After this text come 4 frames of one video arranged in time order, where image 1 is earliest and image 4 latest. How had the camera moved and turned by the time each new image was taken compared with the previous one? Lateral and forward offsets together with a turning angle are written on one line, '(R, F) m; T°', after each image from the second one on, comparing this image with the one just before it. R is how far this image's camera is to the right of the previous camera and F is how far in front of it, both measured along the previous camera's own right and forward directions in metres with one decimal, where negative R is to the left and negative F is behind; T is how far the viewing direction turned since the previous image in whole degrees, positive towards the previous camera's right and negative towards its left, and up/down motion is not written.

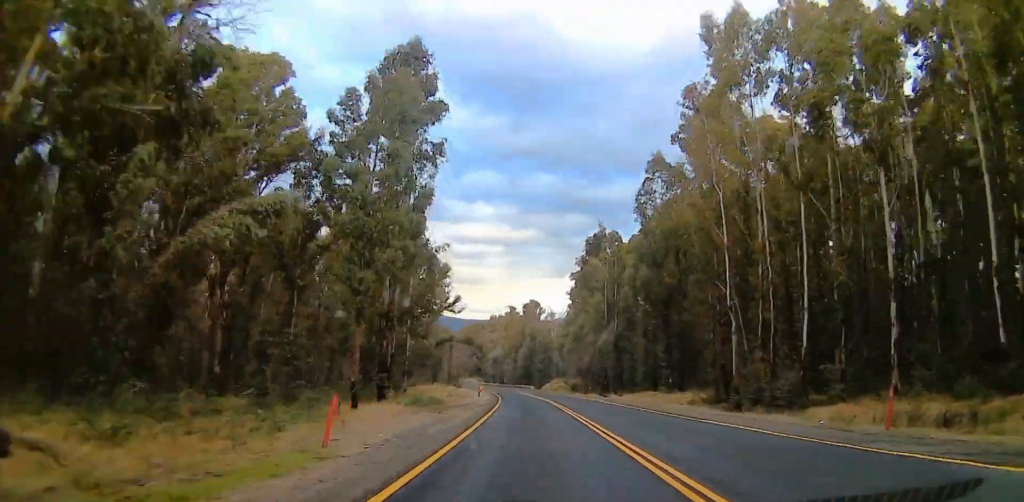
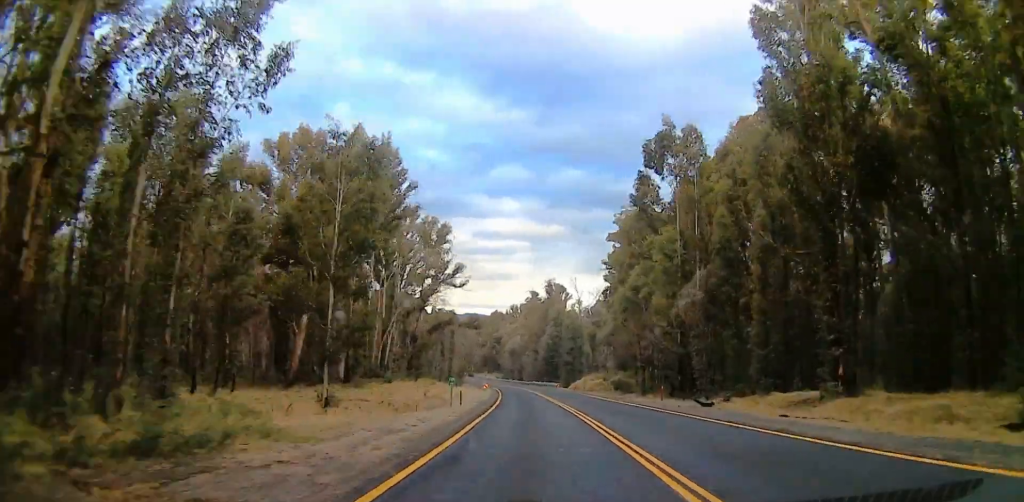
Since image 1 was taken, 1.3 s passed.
(0.0, +36.2) m; 0°
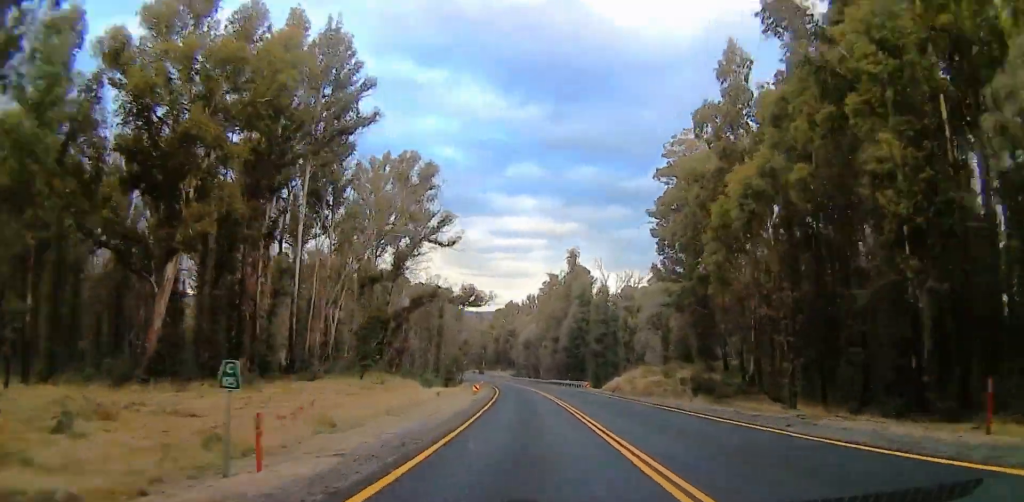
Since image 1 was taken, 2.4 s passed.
(0.0, +32.1) m; -1°
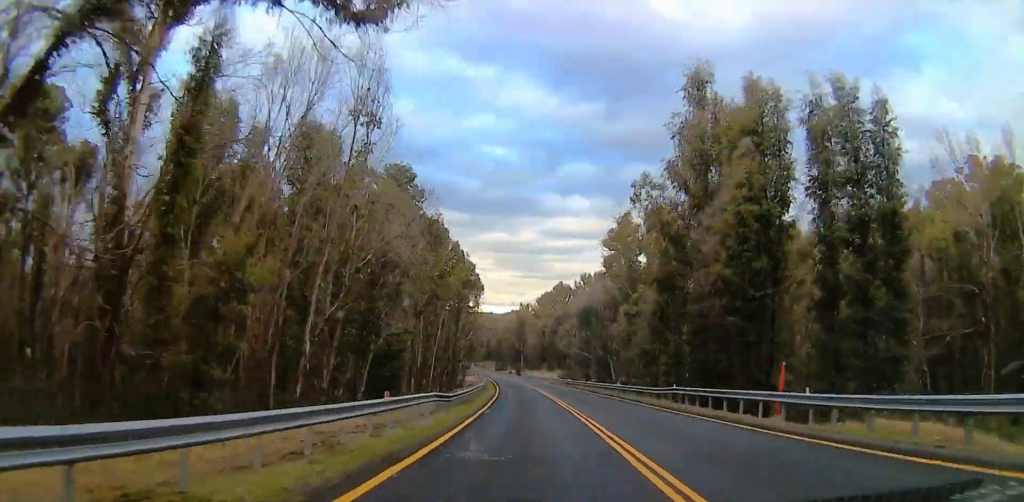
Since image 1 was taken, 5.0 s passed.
(-6.3, +66.0) m; -10°
